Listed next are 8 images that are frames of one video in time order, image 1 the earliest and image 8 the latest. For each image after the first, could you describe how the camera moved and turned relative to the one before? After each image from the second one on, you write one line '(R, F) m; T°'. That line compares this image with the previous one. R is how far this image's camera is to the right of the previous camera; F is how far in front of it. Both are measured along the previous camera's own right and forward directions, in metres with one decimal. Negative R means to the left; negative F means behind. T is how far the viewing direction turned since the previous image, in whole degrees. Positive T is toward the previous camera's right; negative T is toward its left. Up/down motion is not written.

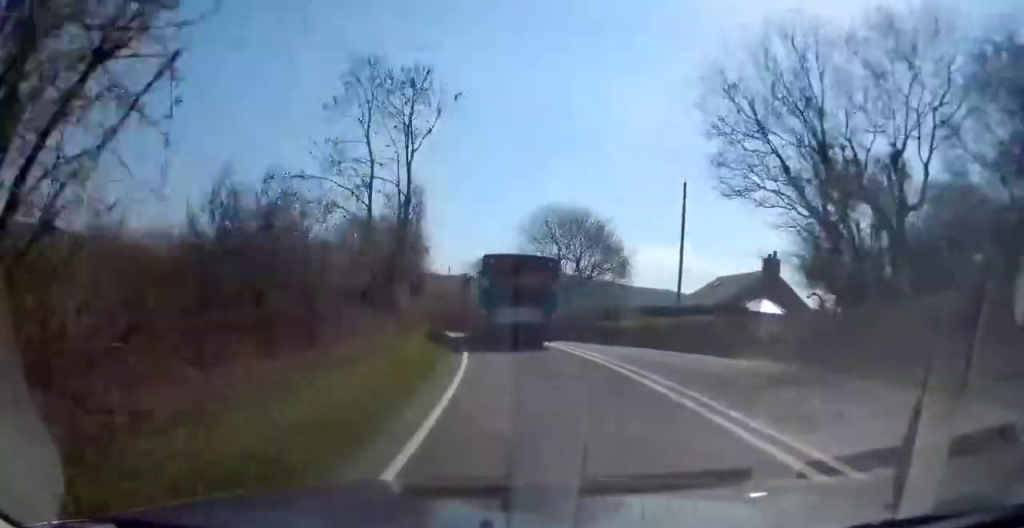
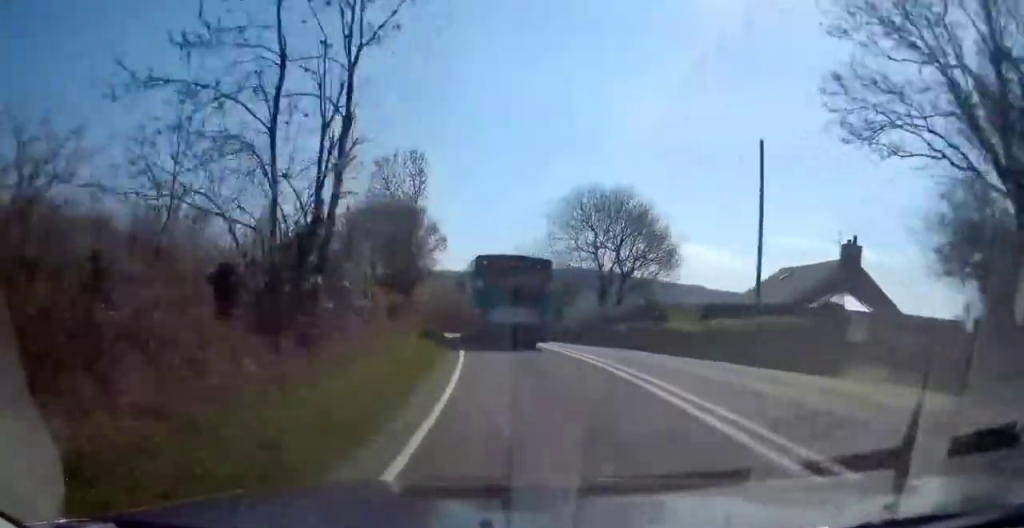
(-0.3, +7.8) m; -2°
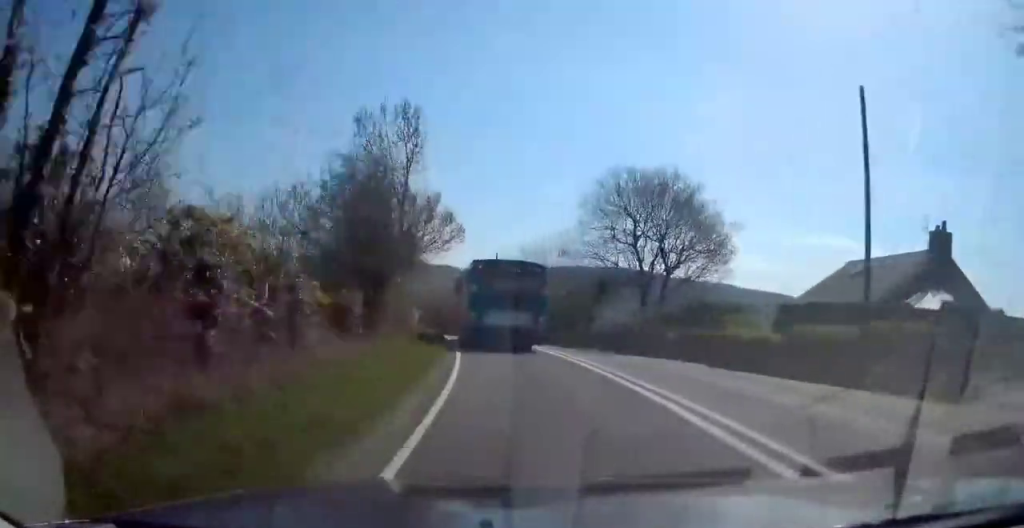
(-0.1, +6.6) m; -2°
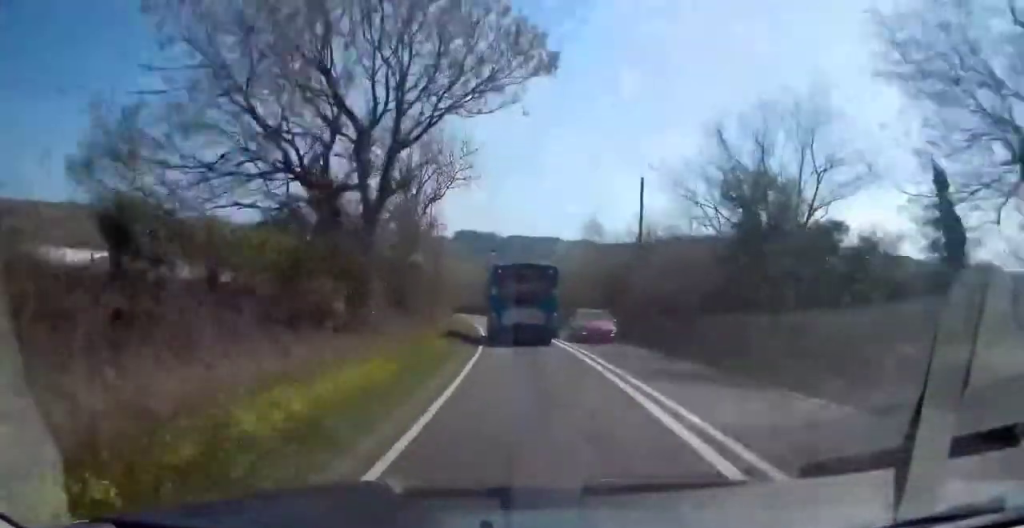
(-3.1, +31.5) m; -11°
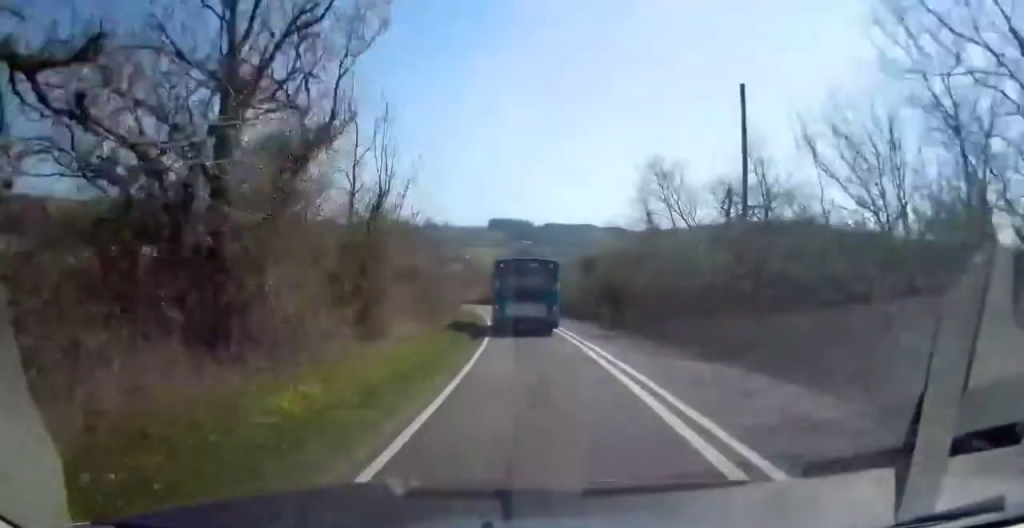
(0.0, +14.8) m; -5°
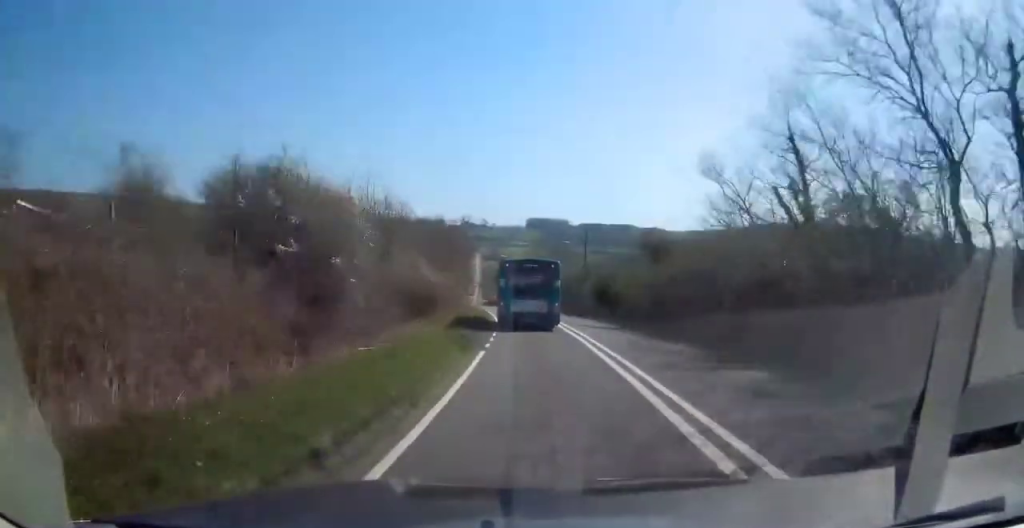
(-1.5, +17.8) m; -6°
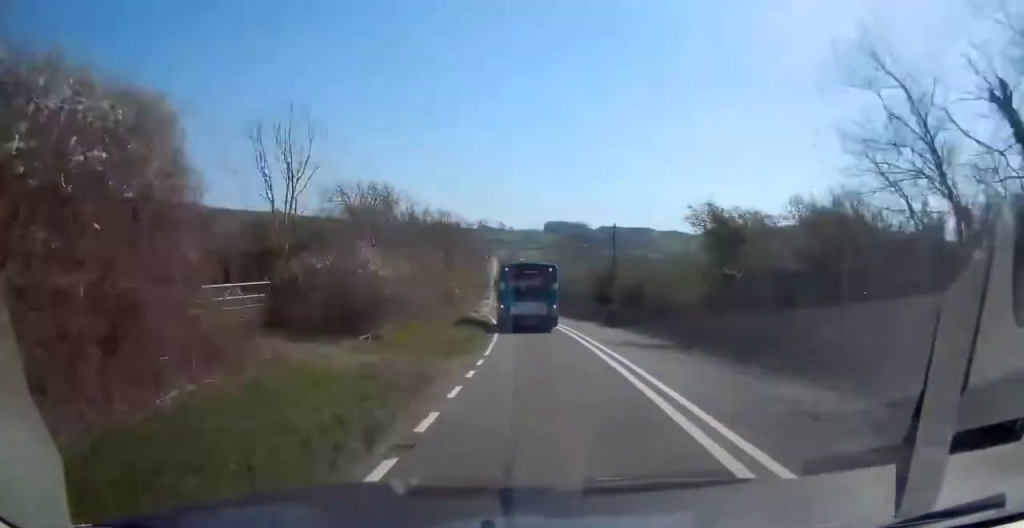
(-0.2, +11.4) m; -1°
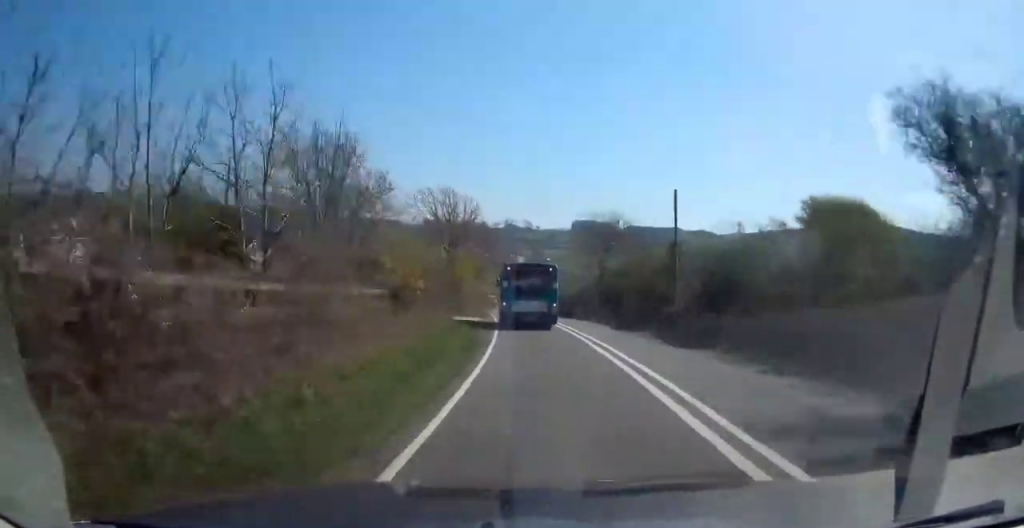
(-0.1, +15.1) m; -2°
